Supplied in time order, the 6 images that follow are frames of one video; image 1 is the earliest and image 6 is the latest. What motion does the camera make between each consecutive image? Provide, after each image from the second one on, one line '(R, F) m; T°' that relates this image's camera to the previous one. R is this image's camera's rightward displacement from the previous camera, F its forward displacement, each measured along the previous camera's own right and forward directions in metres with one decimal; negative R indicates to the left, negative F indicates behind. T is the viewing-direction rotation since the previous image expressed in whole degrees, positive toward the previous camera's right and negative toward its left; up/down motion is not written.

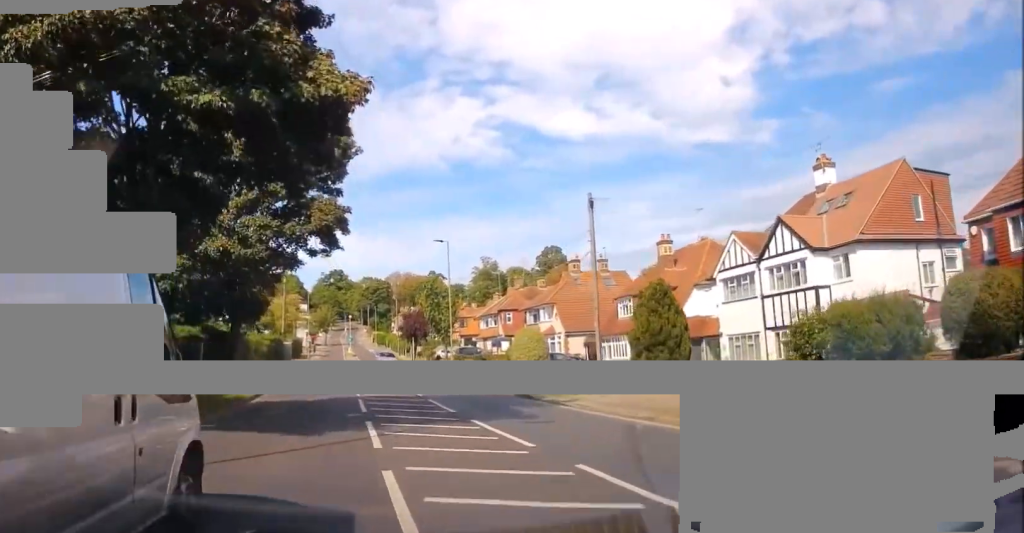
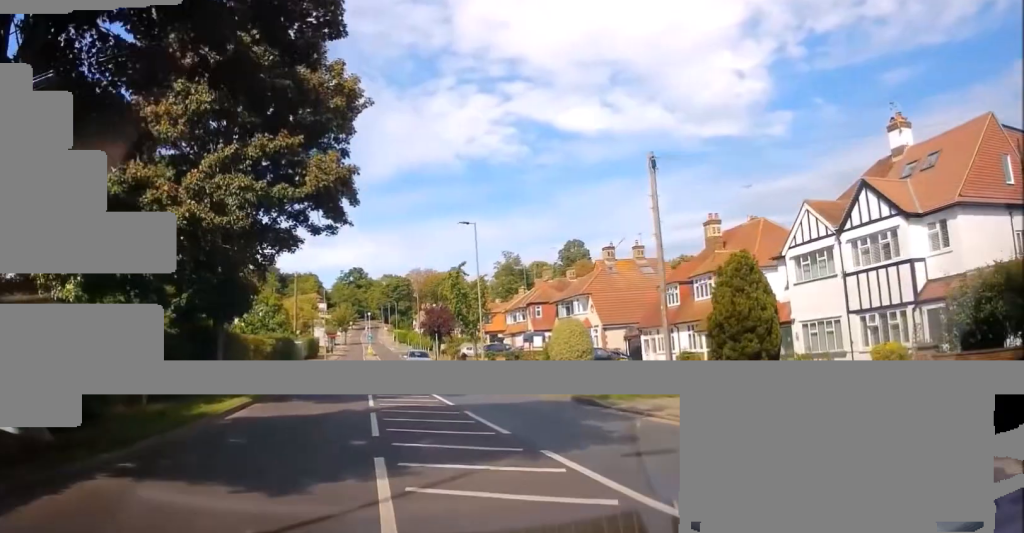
(+0.1, +5.0) m; -1°
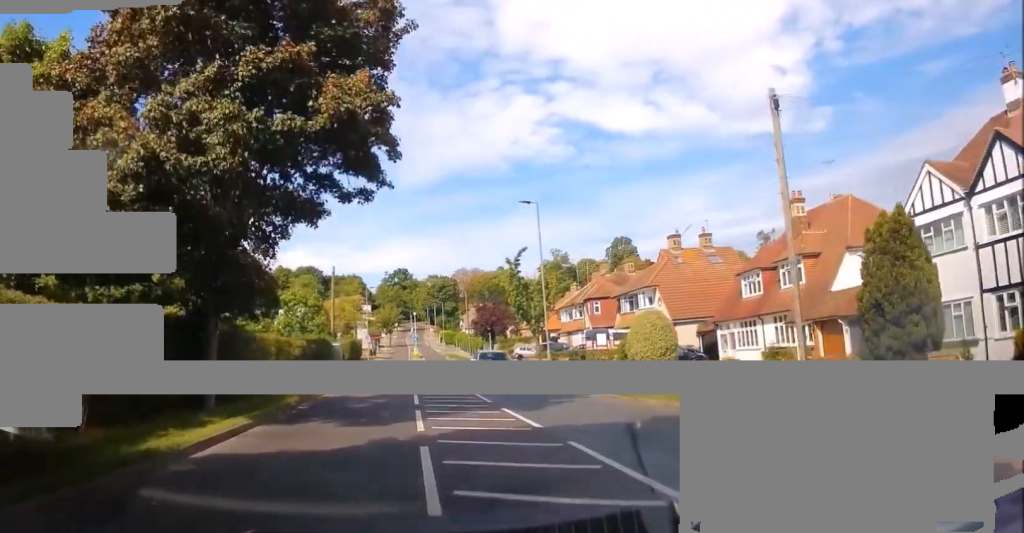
(-0.2, +5.2) m; -2°
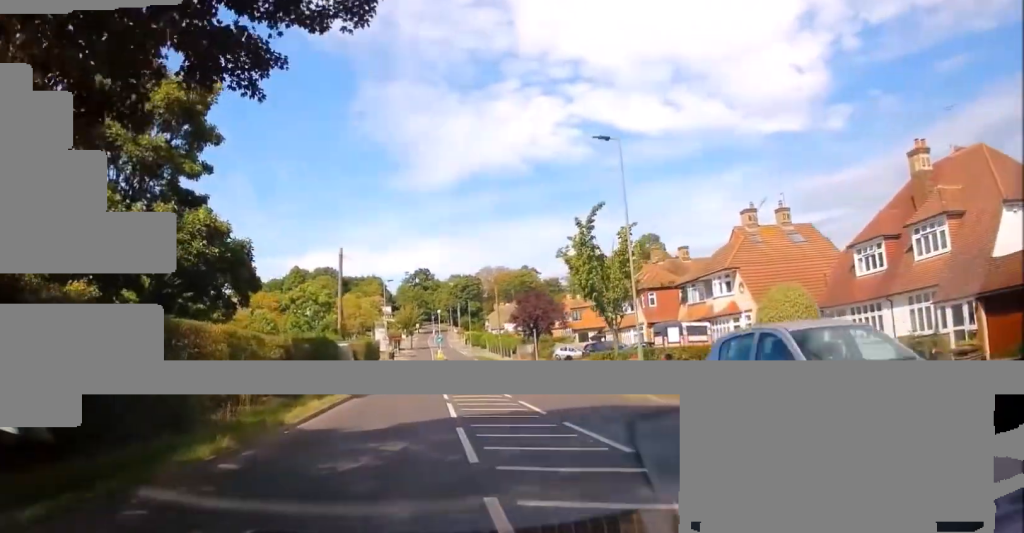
(-0.1, +9.6) m; -3°
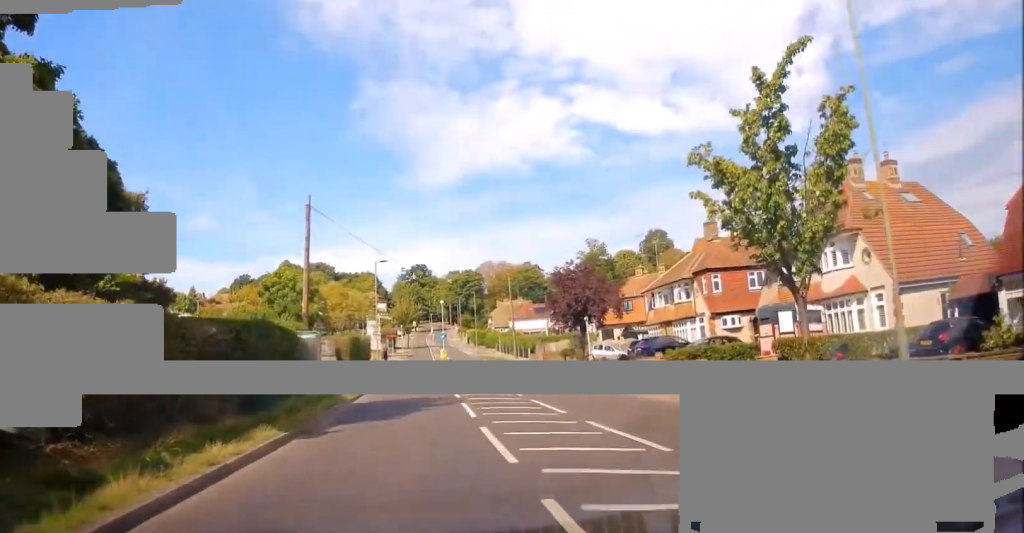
(-0.4, +12.2) m; 0°
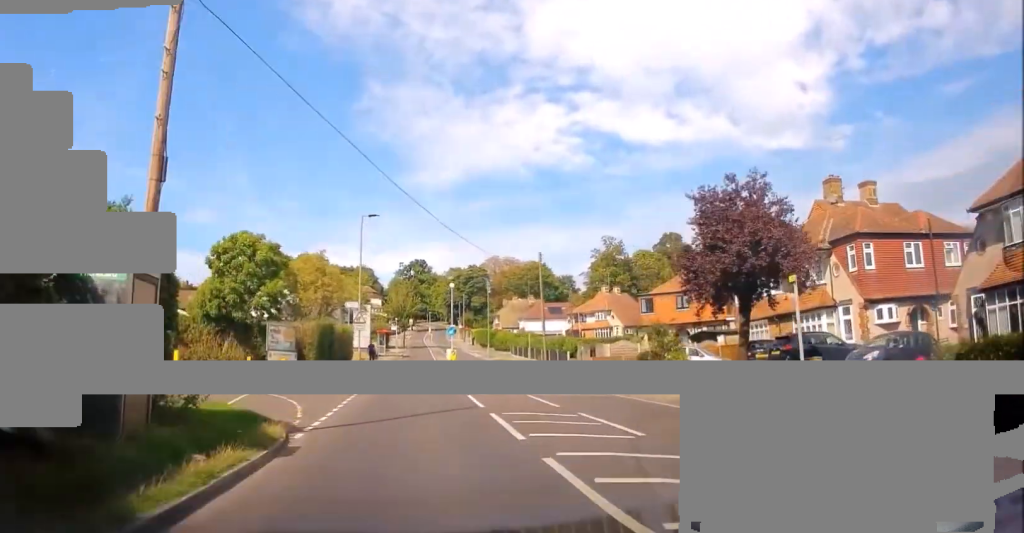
(+0.7, +16.7) m; +2°
